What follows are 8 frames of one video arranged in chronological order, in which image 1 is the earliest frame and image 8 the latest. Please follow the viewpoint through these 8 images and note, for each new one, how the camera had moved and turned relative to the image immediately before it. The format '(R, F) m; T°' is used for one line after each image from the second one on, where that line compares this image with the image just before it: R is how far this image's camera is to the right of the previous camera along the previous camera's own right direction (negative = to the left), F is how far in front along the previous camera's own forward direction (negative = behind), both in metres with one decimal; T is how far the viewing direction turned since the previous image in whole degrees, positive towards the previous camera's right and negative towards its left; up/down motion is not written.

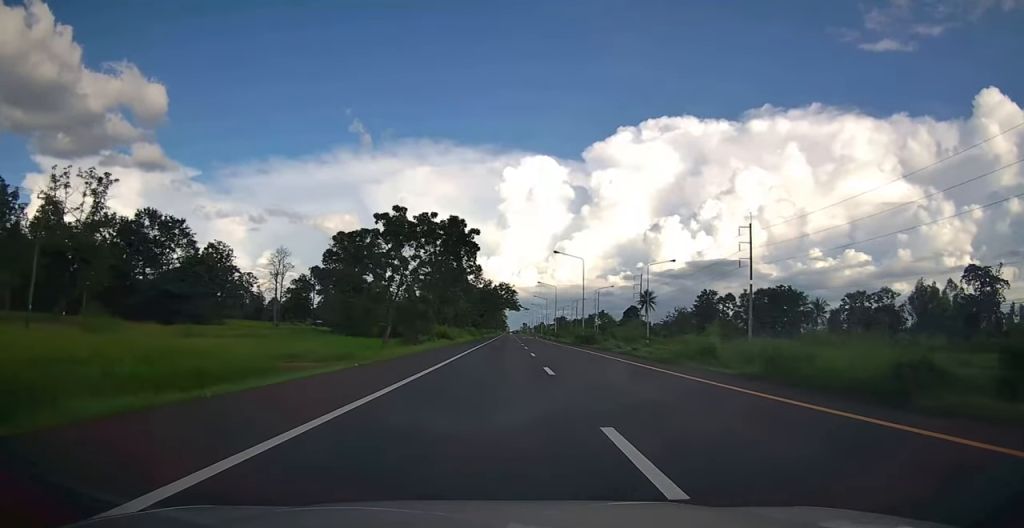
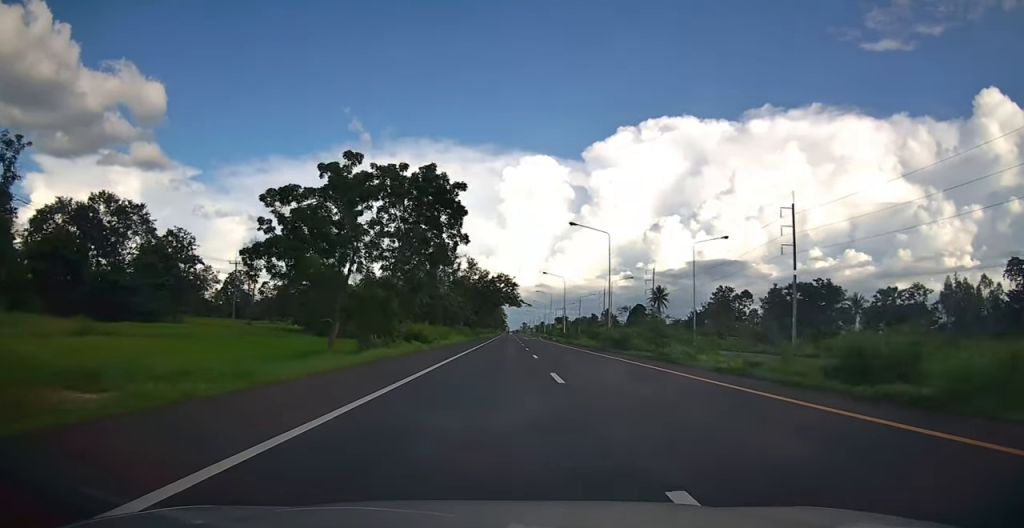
(+0.1, +14.8) m; 0°
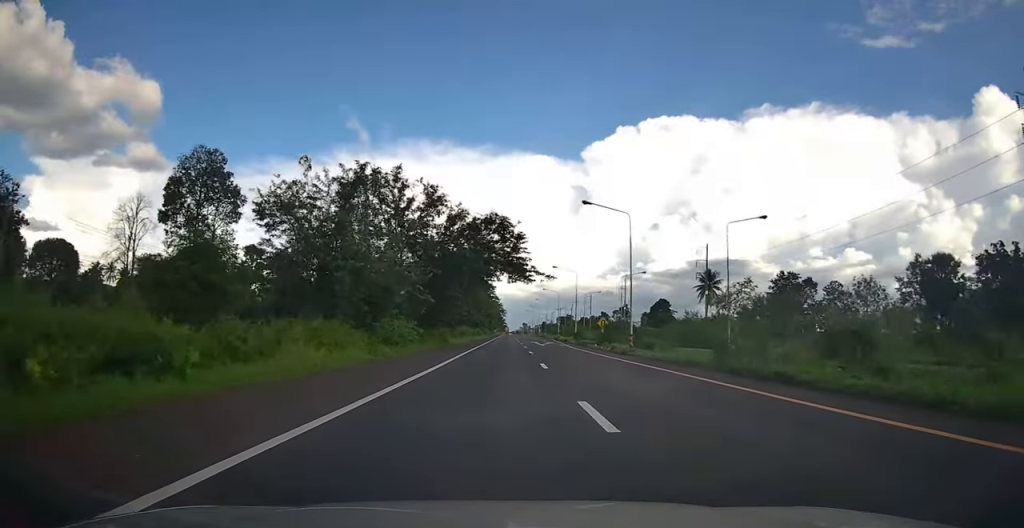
(-0.1, +42.5) m; 0°
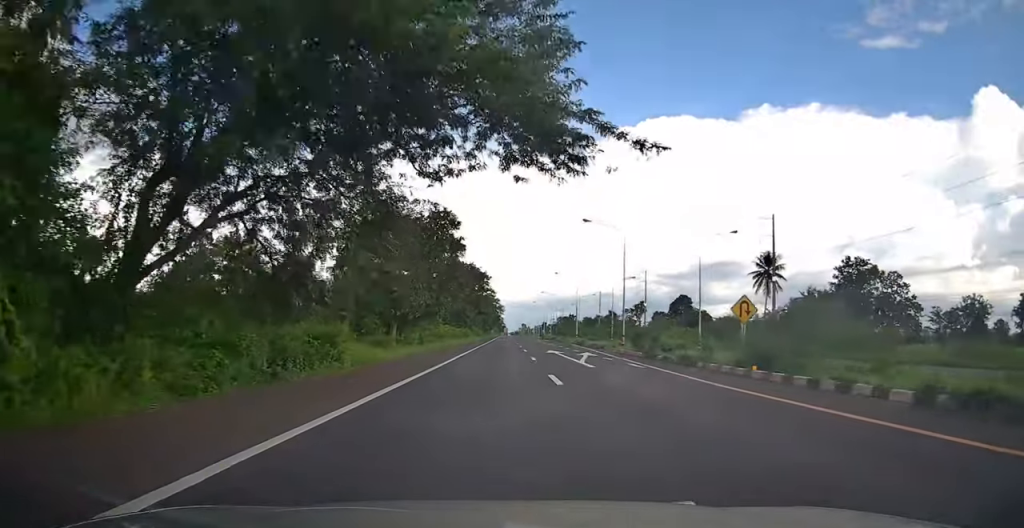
(0.0, +29.7) m; 0°
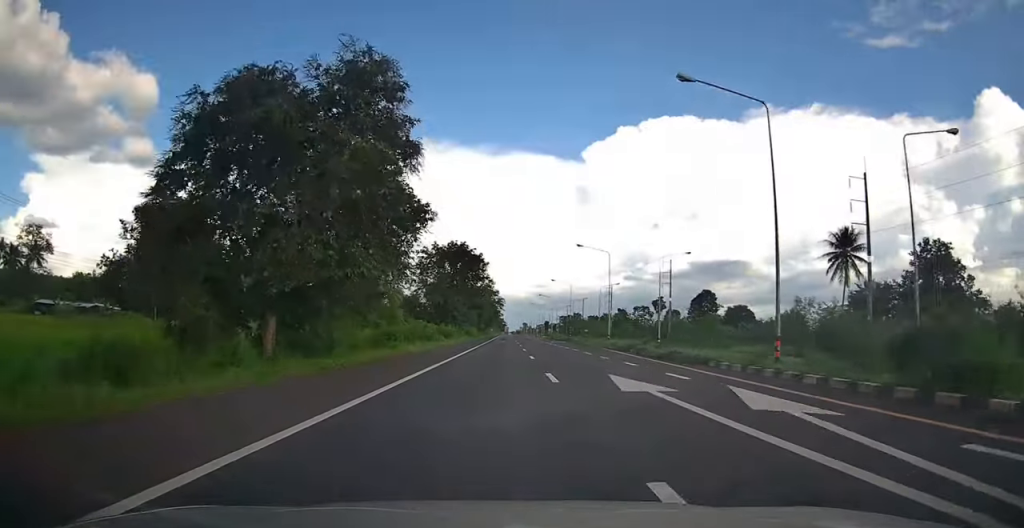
(0.0, +23.3) m; 0°
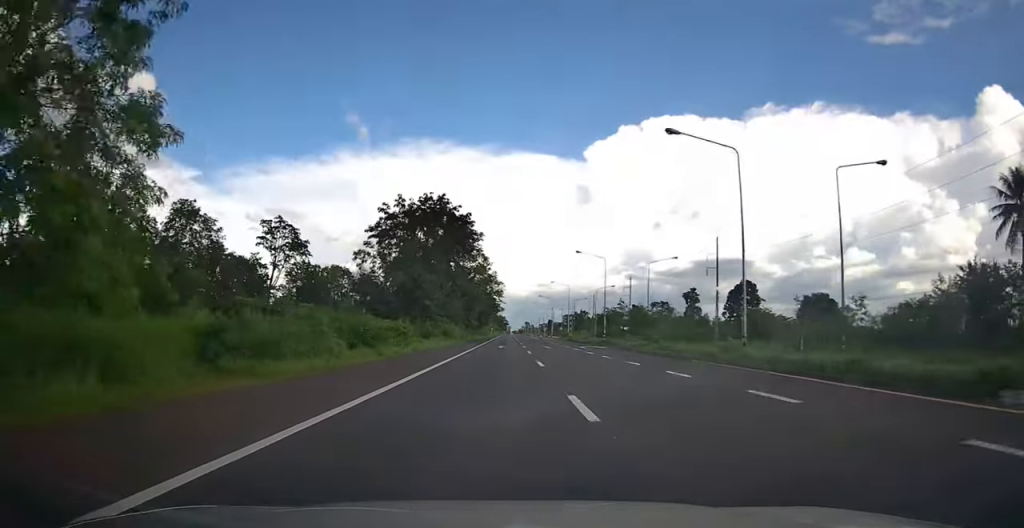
(0.0, +29.7) m; 0°
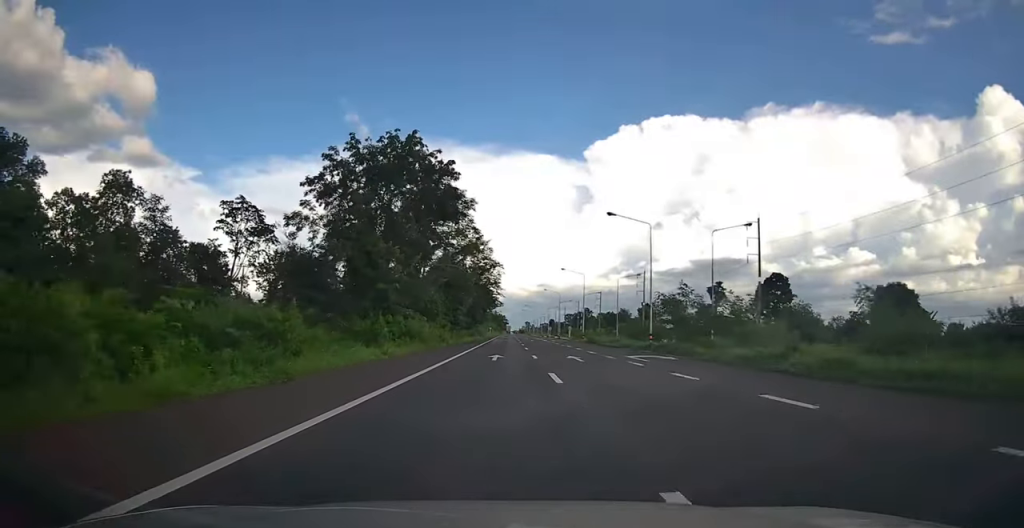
(0.0, +18.4) m; 0°
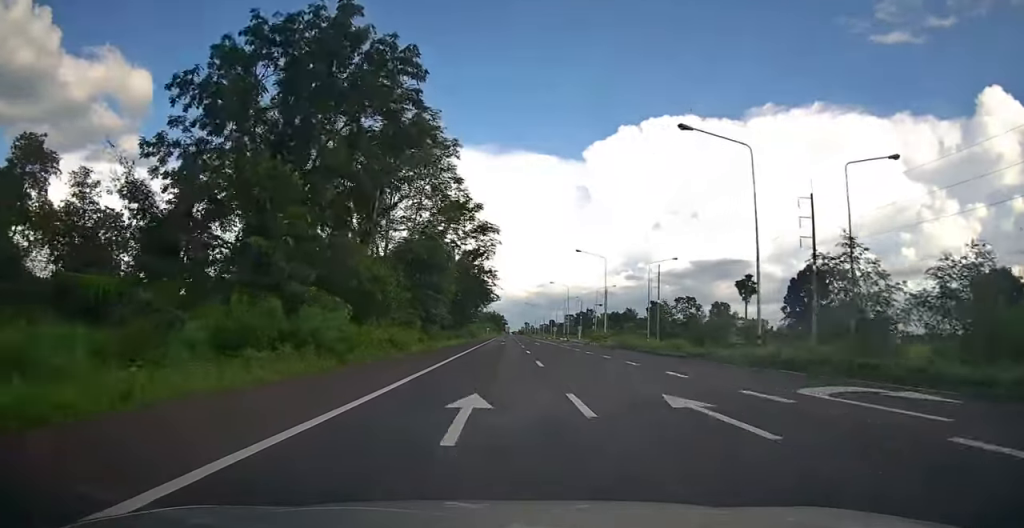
(+0.1, +17.1) m; 0°
